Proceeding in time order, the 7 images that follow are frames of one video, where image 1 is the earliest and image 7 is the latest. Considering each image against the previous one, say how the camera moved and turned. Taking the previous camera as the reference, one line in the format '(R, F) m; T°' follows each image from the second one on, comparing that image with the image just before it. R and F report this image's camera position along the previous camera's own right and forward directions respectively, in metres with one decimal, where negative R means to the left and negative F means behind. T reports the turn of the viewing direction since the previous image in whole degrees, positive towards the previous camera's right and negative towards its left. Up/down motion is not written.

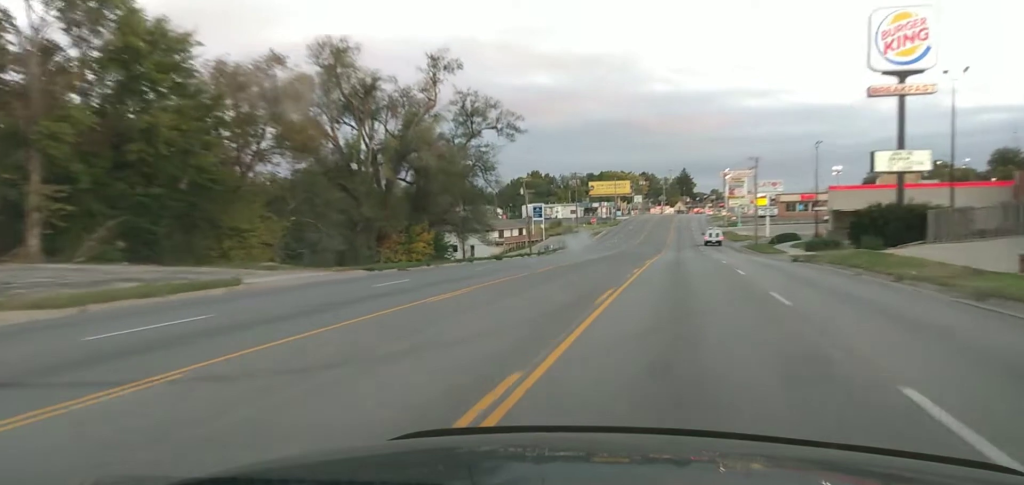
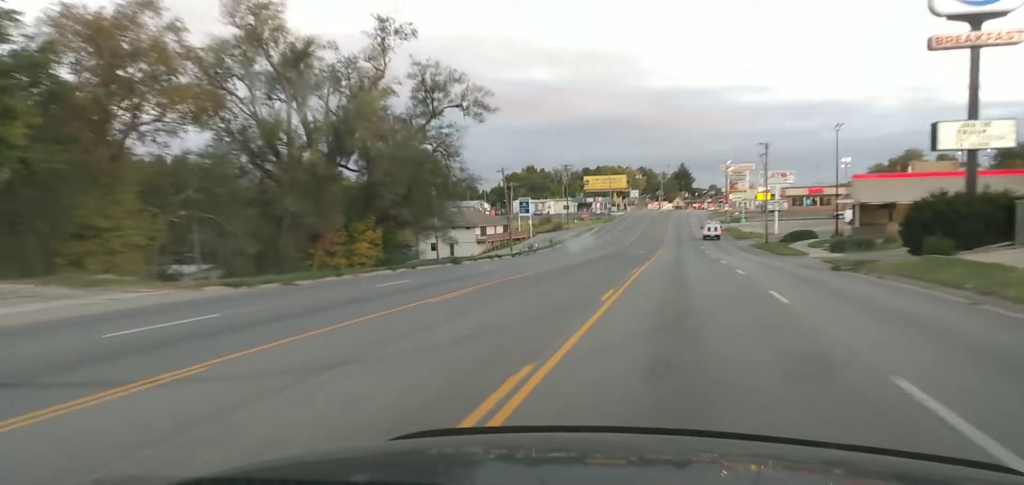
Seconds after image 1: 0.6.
(+0.1, +11.4) m; 0°
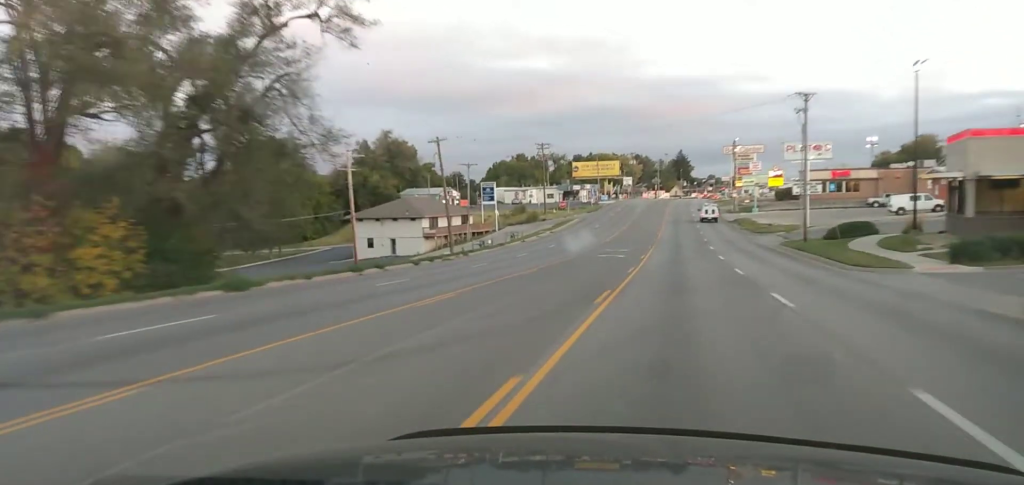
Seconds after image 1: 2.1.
(-0.3, +25.4) m; 0°
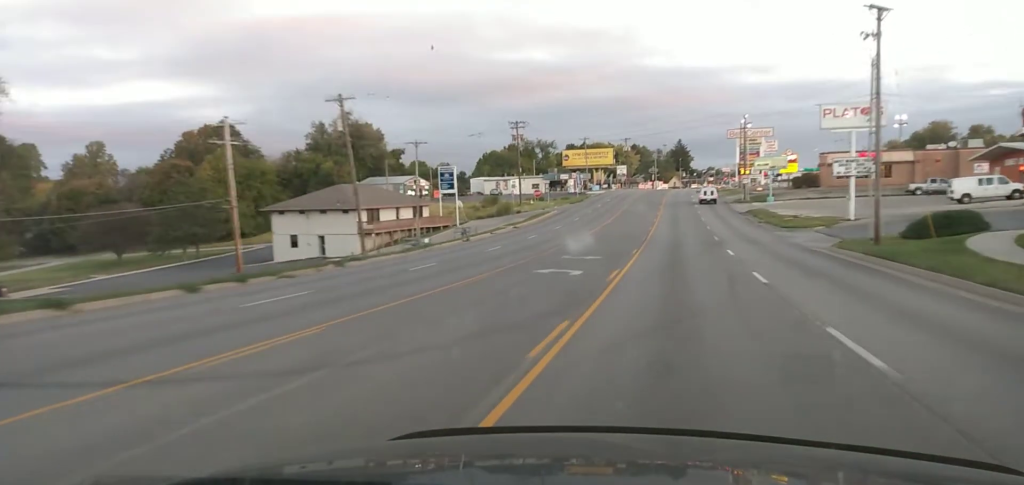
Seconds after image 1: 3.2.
(+0.5, +20.1) m; +1°
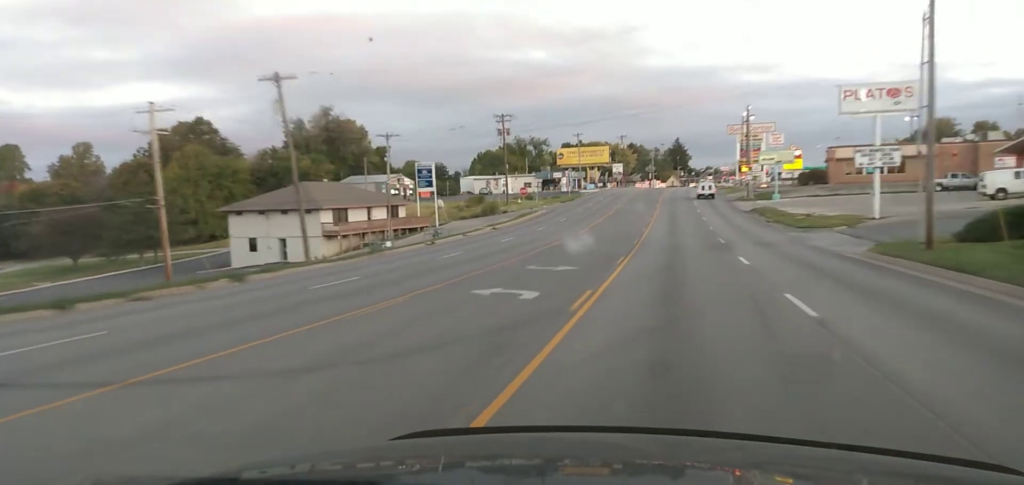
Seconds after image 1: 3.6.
(0.0, +7.4) m; 0°
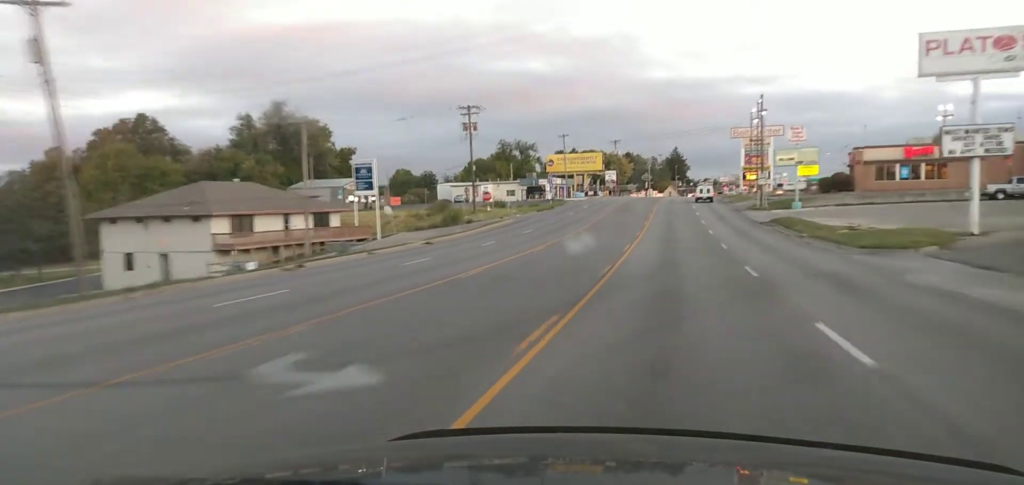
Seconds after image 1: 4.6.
(0.0, +16.7) m; +1°
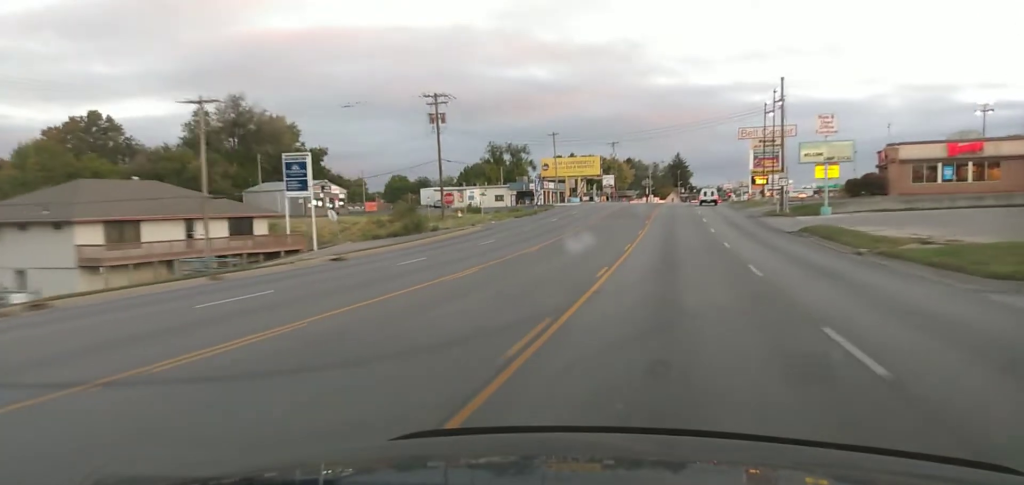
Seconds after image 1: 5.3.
(+0.1, +12.7) m; +1°
